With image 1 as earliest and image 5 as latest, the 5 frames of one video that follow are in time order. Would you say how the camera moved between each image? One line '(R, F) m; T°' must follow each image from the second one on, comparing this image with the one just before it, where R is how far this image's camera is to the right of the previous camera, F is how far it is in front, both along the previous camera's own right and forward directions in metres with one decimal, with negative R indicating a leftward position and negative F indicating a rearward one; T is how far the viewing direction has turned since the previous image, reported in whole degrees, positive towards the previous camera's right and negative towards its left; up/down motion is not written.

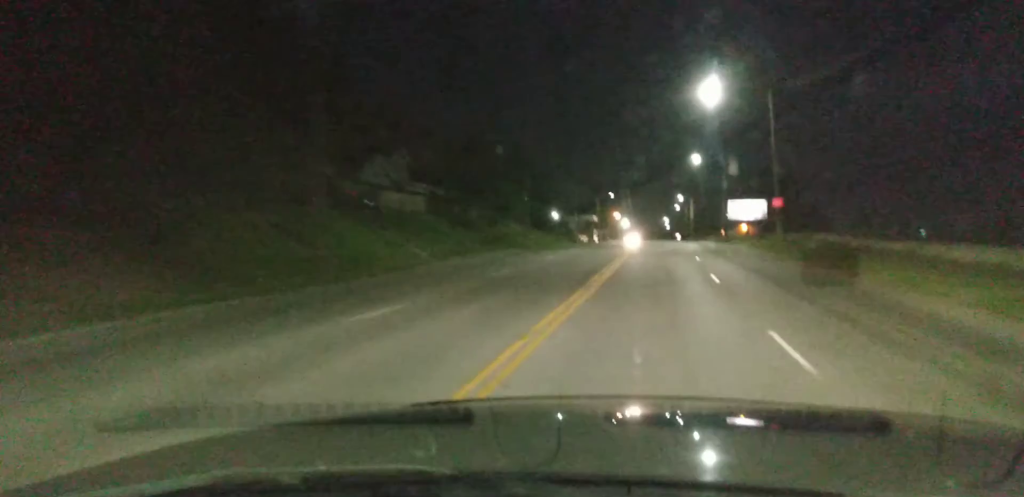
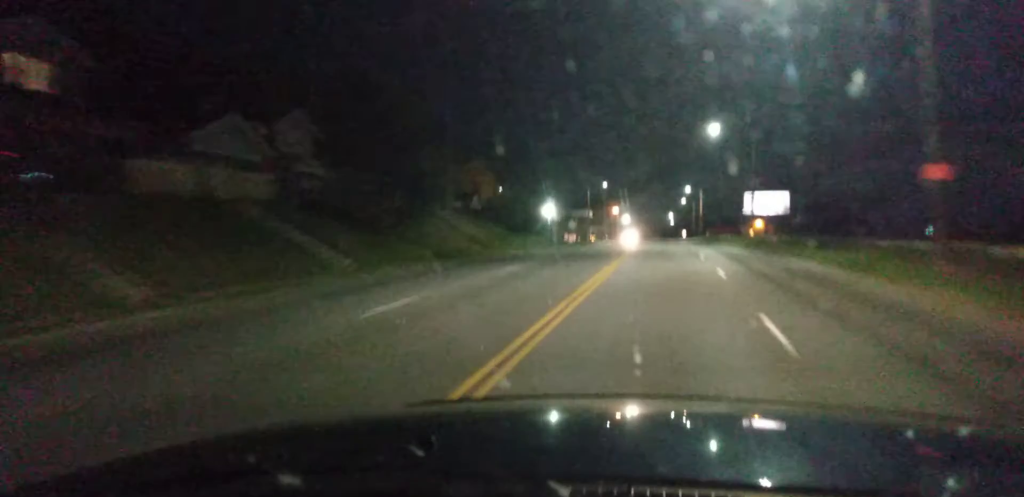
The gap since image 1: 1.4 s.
(+0.4, +23.9) m; +1°
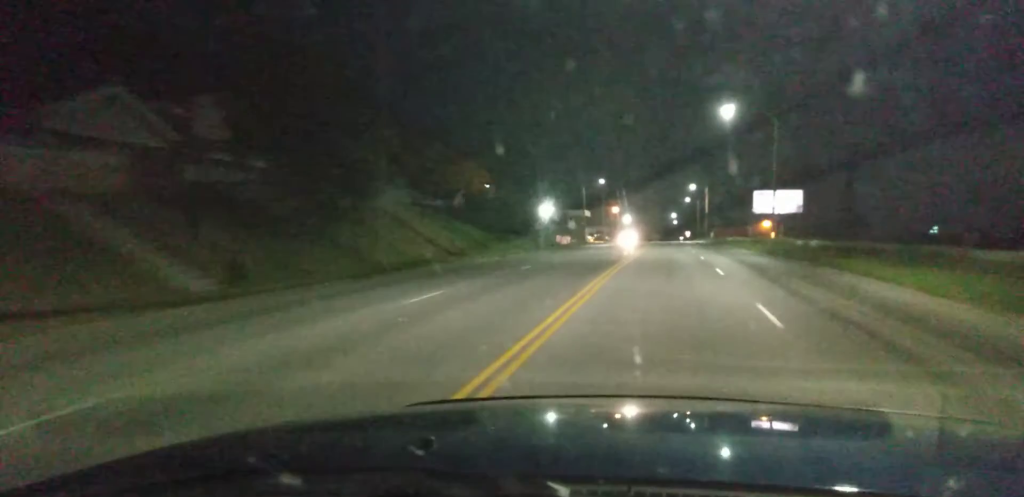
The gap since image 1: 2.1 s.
(-0.2, +10.5) m; -1°
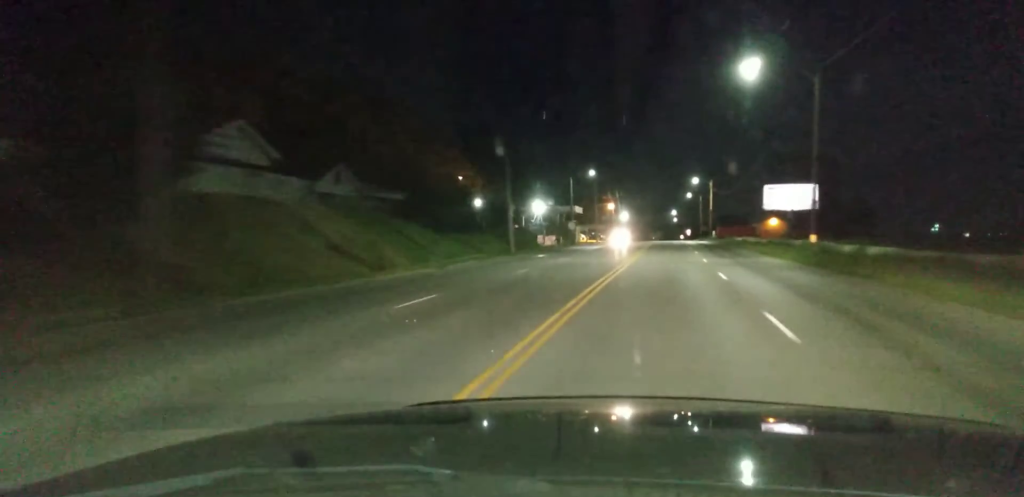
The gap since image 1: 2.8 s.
(-0.1, +13.0) m; -1°
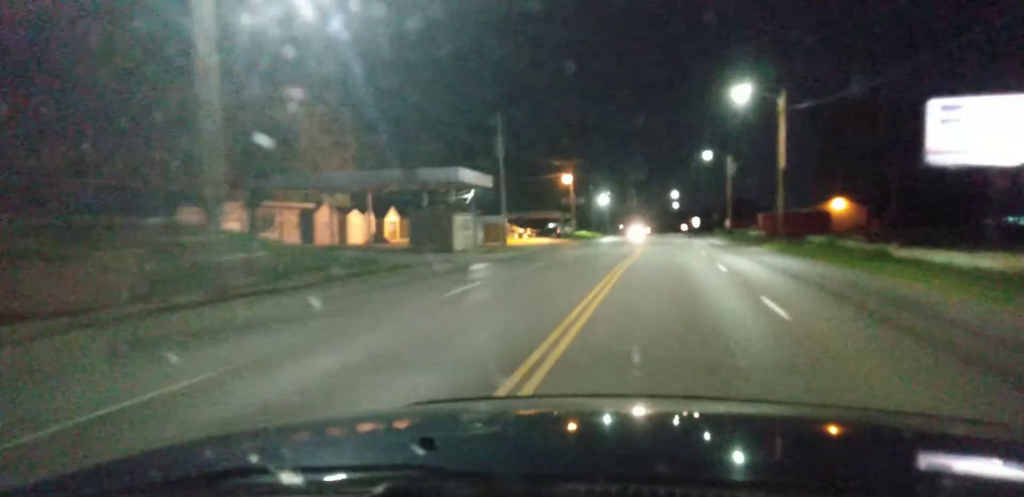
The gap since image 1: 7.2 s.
(+0.3, +70.5) m; 0°
